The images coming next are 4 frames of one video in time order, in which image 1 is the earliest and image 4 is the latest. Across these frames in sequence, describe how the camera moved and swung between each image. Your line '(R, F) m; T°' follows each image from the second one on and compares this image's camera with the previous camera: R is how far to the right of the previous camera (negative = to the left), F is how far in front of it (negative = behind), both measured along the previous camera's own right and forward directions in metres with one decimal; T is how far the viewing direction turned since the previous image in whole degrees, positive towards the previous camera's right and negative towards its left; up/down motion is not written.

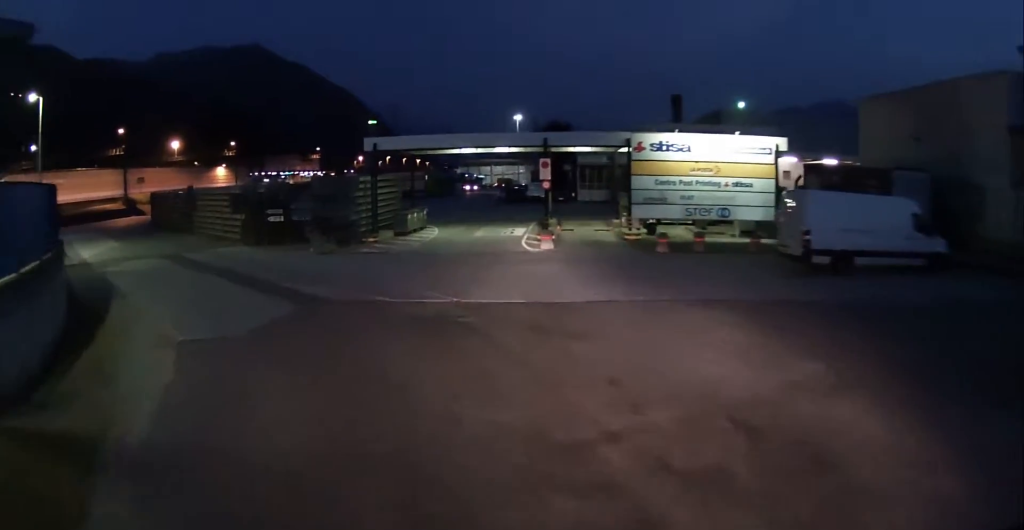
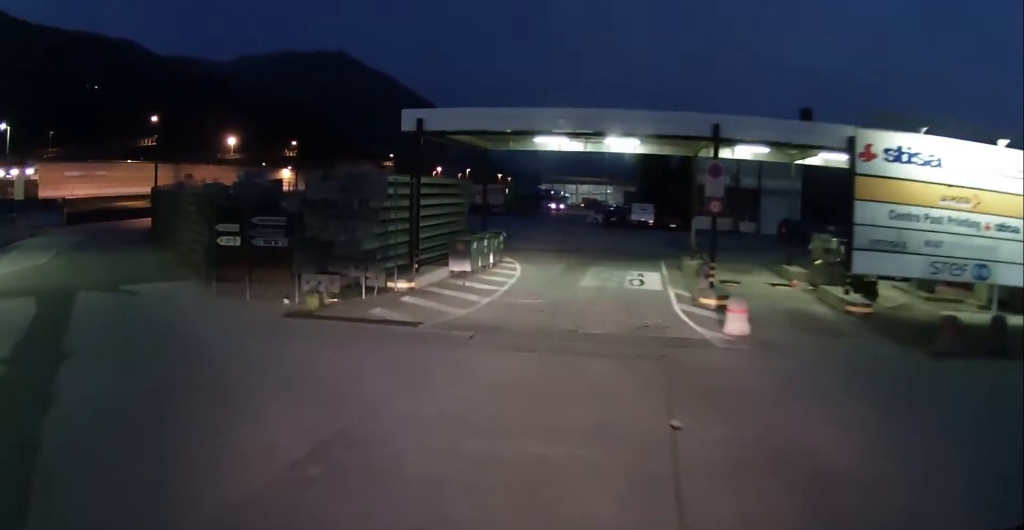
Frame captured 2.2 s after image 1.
(-0.6, +14.3) m; -4°
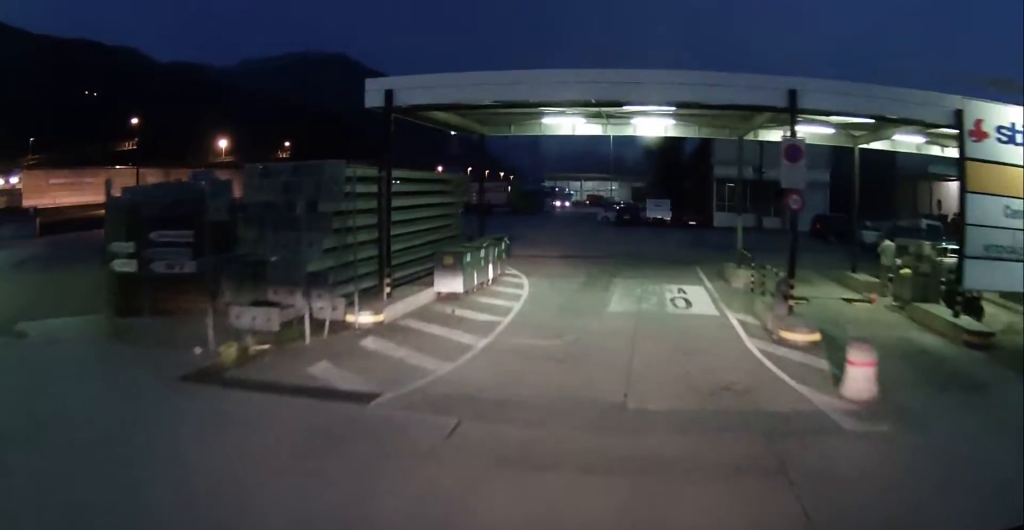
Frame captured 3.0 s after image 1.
(-0.1, +4.9) m; -2°
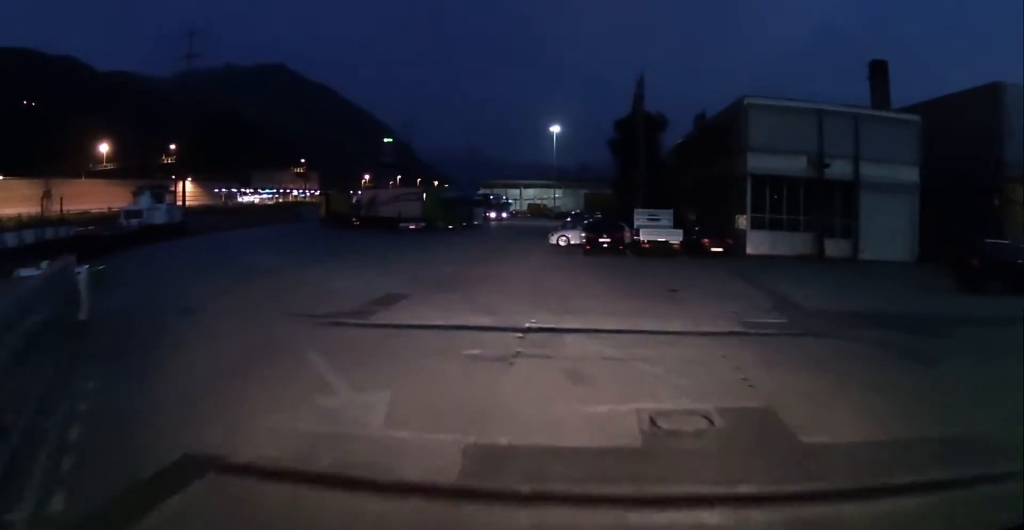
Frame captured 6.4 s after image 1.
(+1.2, +21.8) m; +4°
